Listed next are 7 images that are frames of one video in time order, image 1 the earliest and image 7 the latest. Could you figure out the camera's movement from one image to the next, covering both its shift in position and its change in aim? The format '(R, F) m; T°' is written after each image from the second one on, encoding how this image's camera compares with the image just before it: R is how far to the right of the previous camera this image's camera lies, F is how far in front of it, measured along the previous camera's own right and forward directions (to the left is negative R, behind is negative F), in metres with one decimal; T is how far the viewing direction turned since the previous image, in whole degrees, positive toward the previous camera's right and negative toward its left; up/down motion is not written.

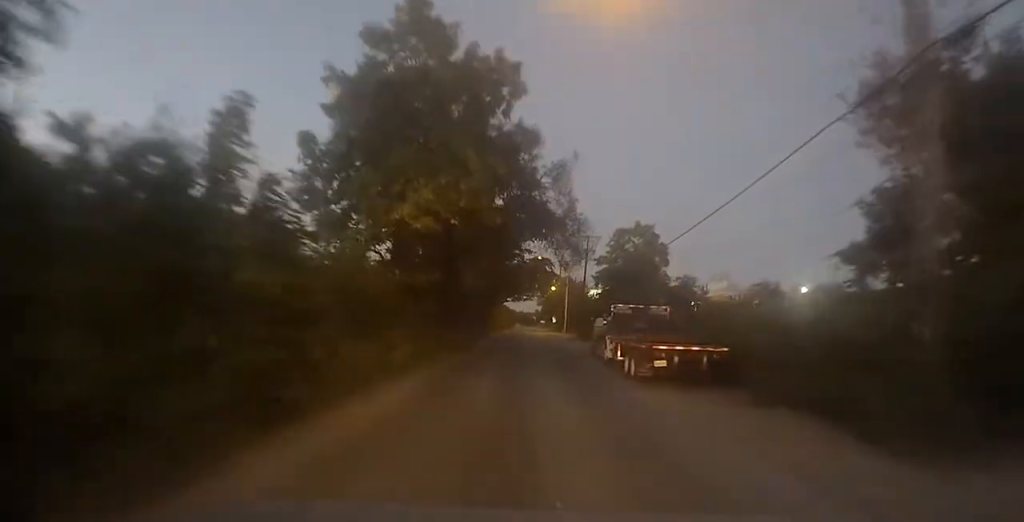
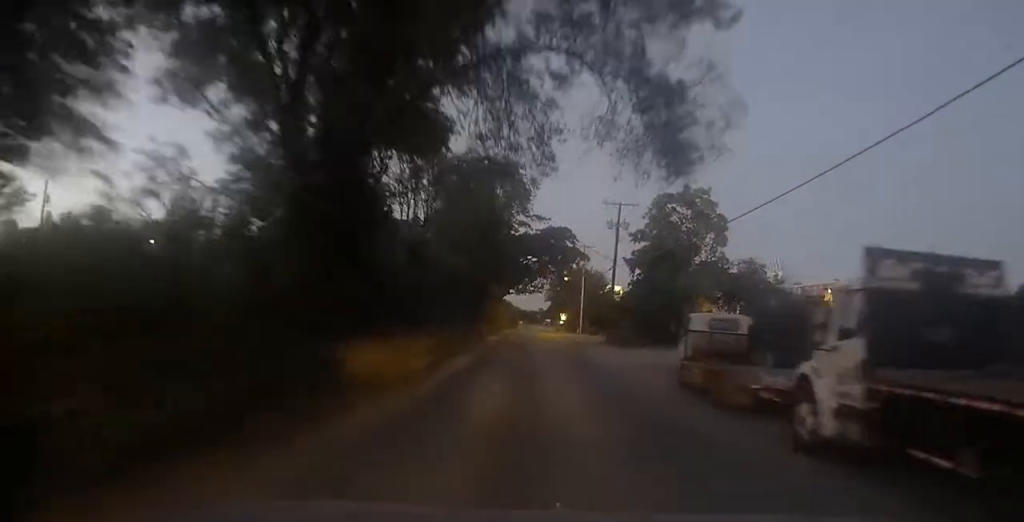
(+0.3, +19.4) m; +1°
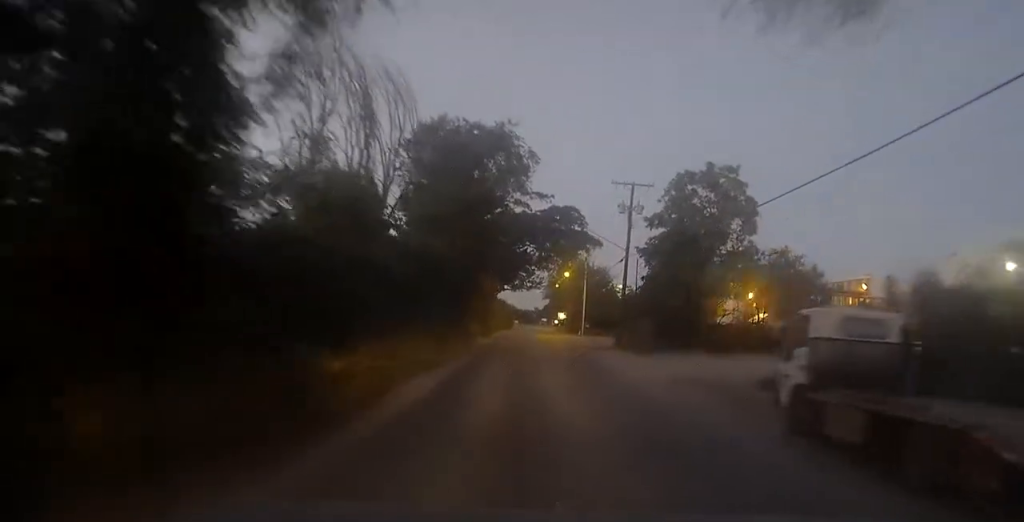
(0.0, +7.9) m; -1°
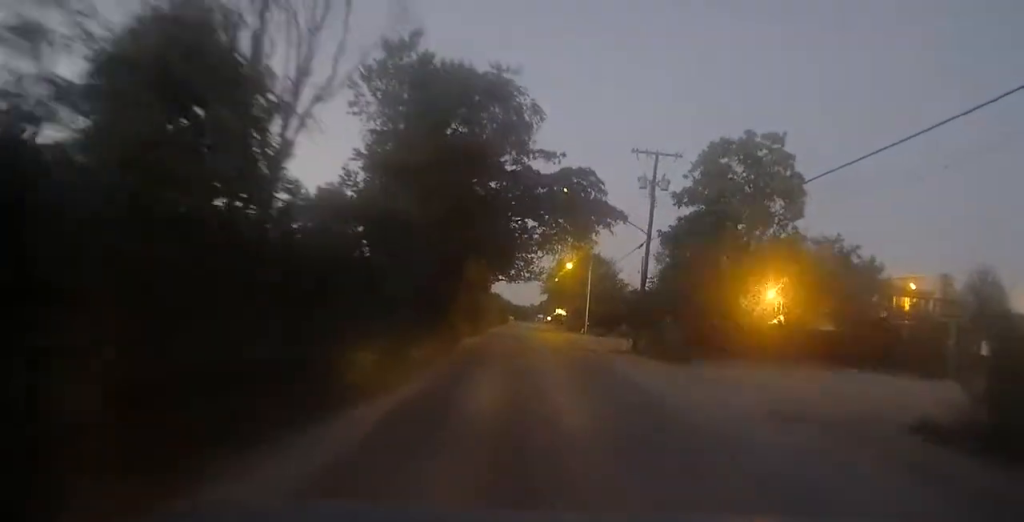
(0.0, +8.1) m; -1°
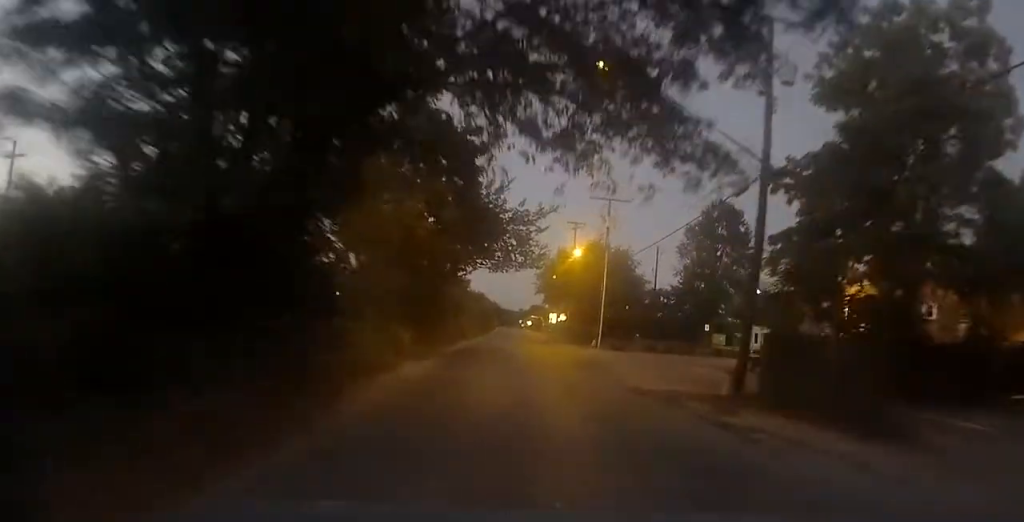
(-0.1, +18.7) m; +1°
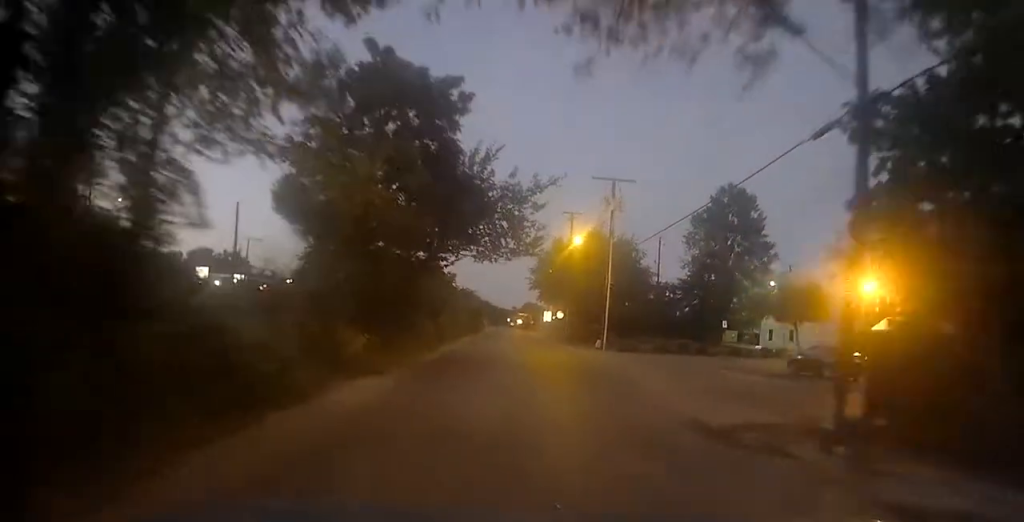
(+0.2, +6.4) m; +1°
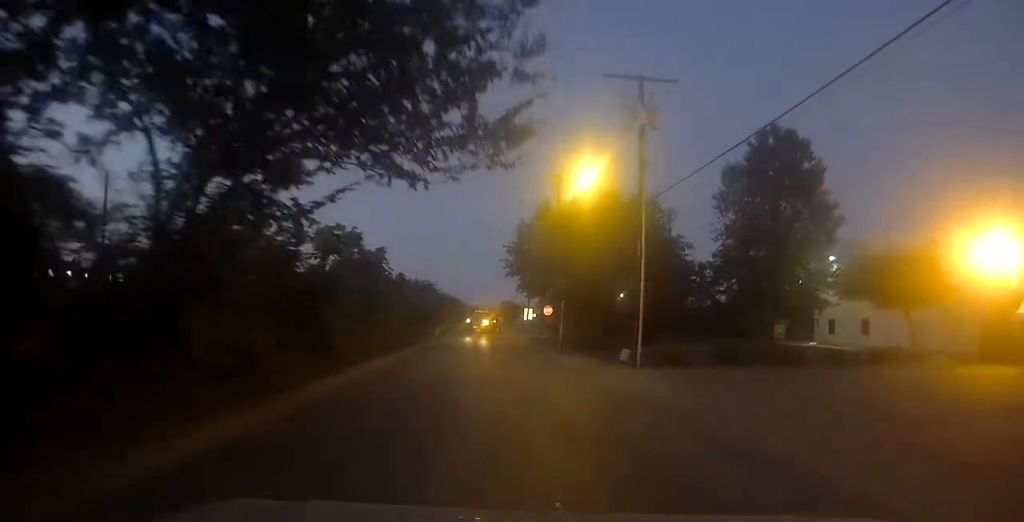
(+0.3, +18.4) m; +3°
